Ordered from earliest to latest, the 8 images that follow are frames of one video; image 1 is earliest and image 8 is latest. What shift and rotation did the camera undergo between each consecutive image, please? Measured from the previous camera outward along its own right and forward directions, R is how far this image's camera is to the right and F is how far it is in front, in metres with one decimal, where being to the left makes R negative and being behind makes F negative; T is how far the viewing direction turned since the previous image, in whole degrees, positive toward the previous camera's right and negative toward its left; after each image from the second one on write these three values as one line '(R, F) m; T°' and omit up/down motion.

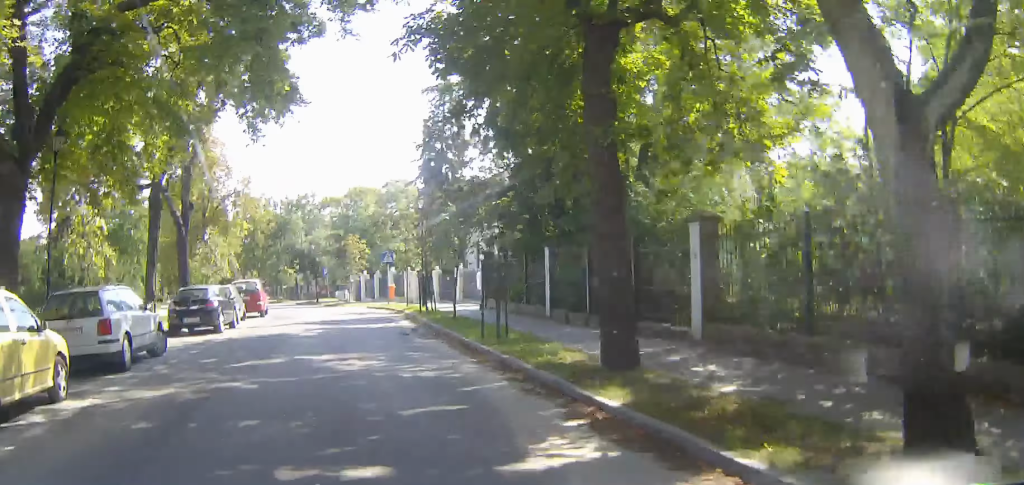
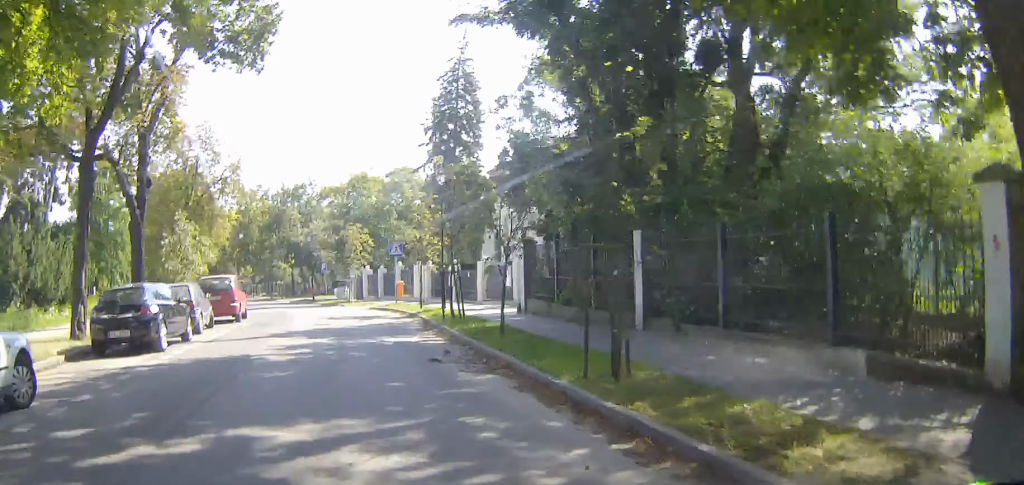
(-0.1, +6.9) m; -3°
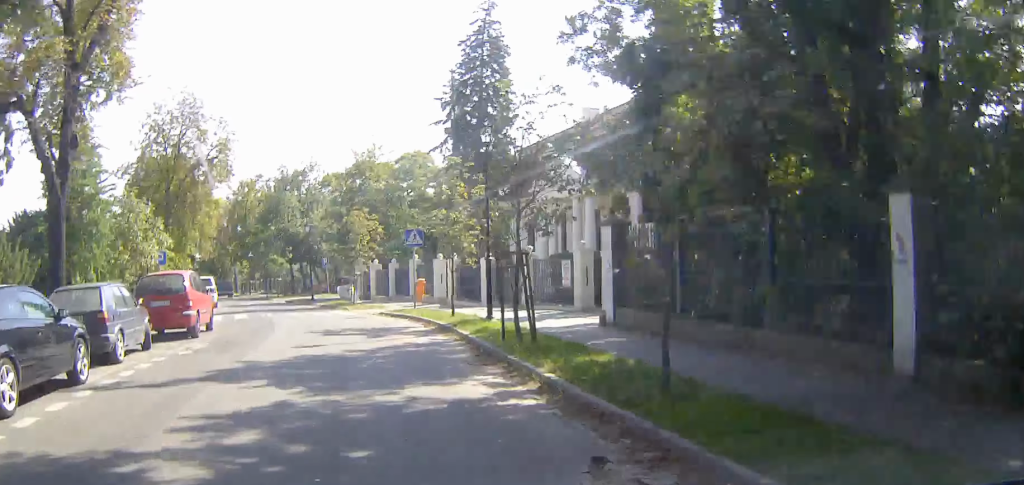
(-0.3, +7.7) m; -2°
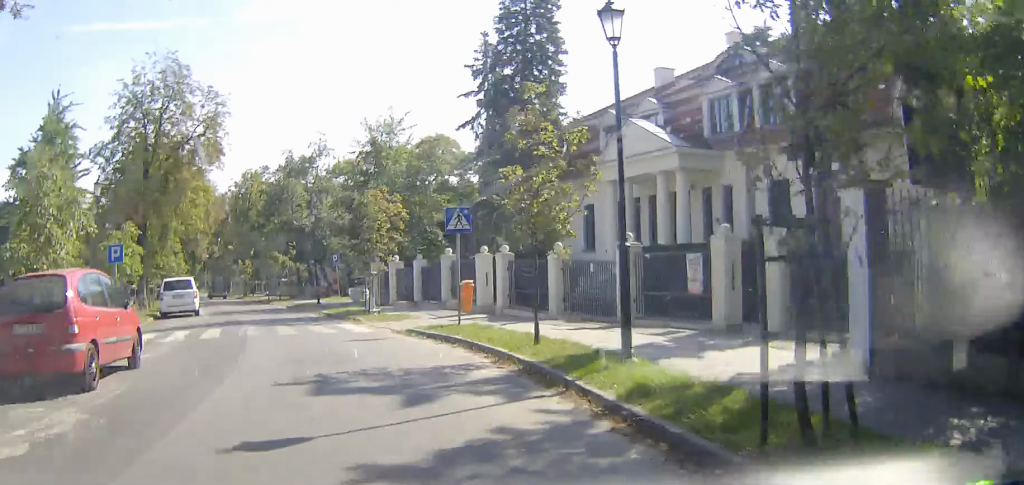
(0.0, +8.2) m; 0°
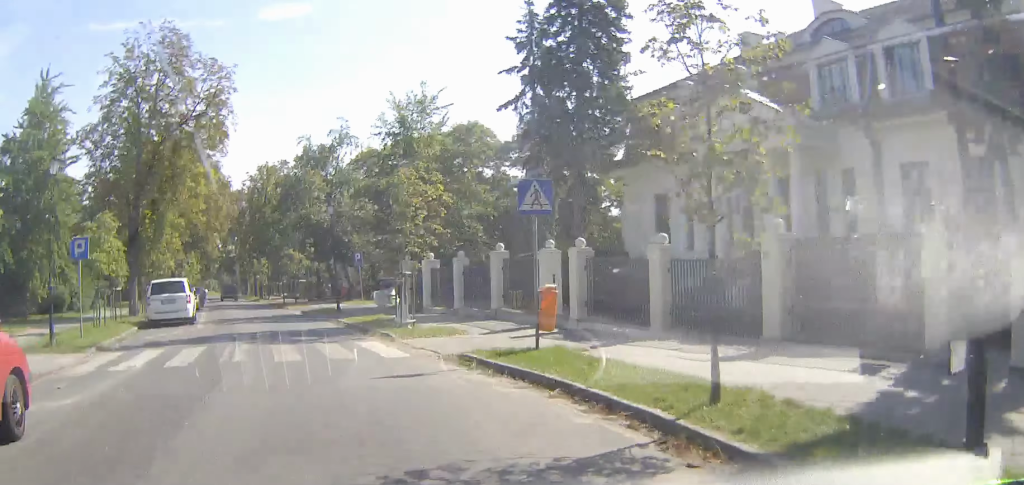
(0.0, +5.6) m; 0°
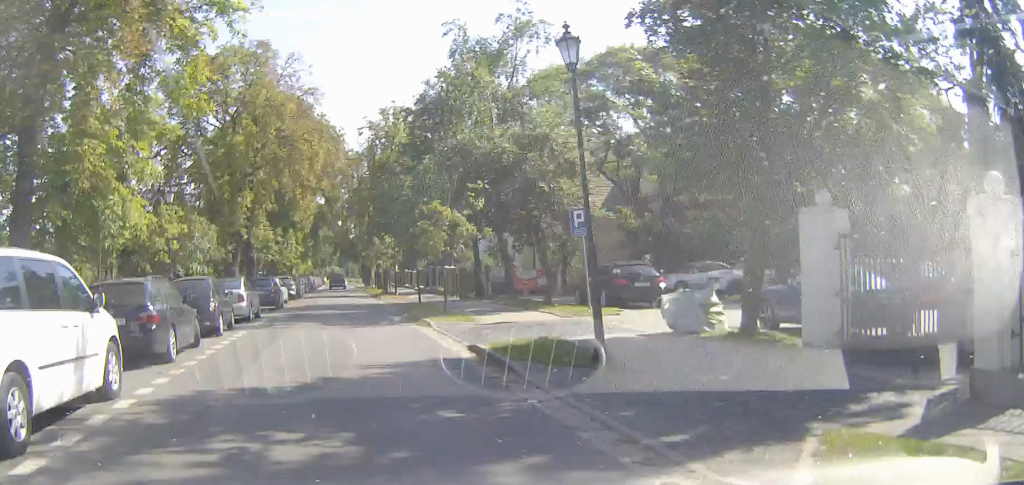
(0.0, +24.1) m; 0°
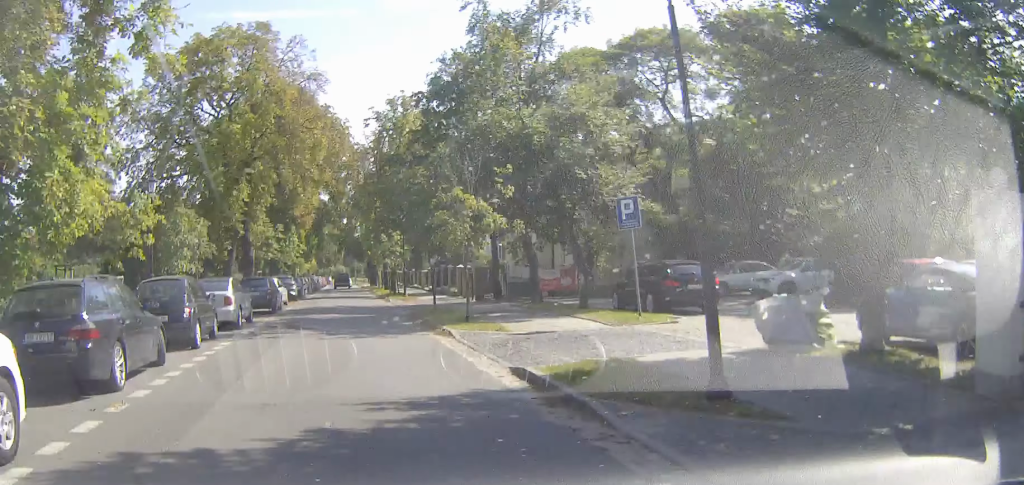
(0.0, +3.7) m; 0°
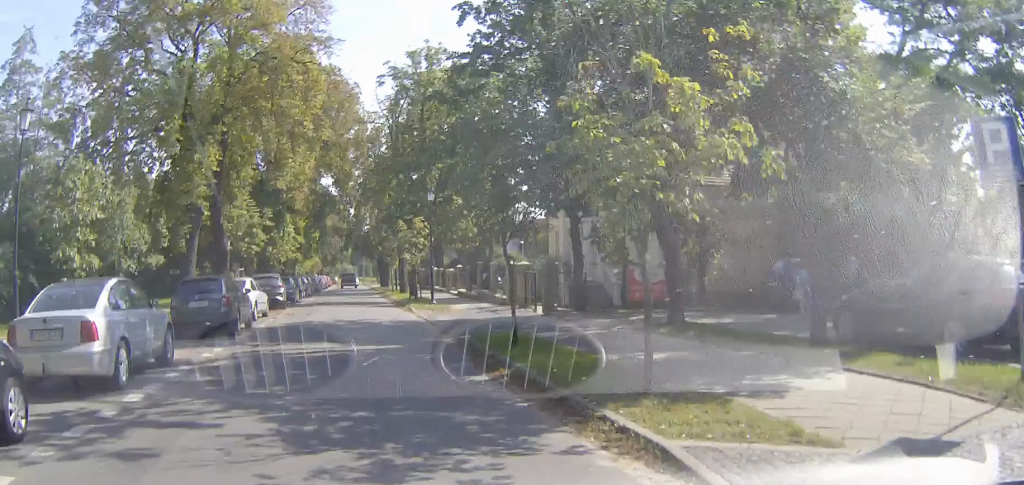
(0.0, +12.6) m; -2°
